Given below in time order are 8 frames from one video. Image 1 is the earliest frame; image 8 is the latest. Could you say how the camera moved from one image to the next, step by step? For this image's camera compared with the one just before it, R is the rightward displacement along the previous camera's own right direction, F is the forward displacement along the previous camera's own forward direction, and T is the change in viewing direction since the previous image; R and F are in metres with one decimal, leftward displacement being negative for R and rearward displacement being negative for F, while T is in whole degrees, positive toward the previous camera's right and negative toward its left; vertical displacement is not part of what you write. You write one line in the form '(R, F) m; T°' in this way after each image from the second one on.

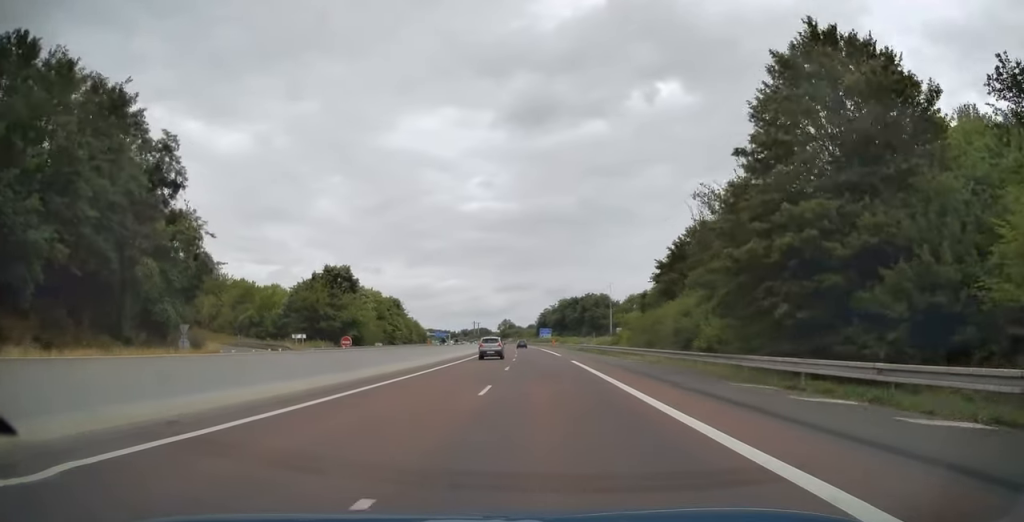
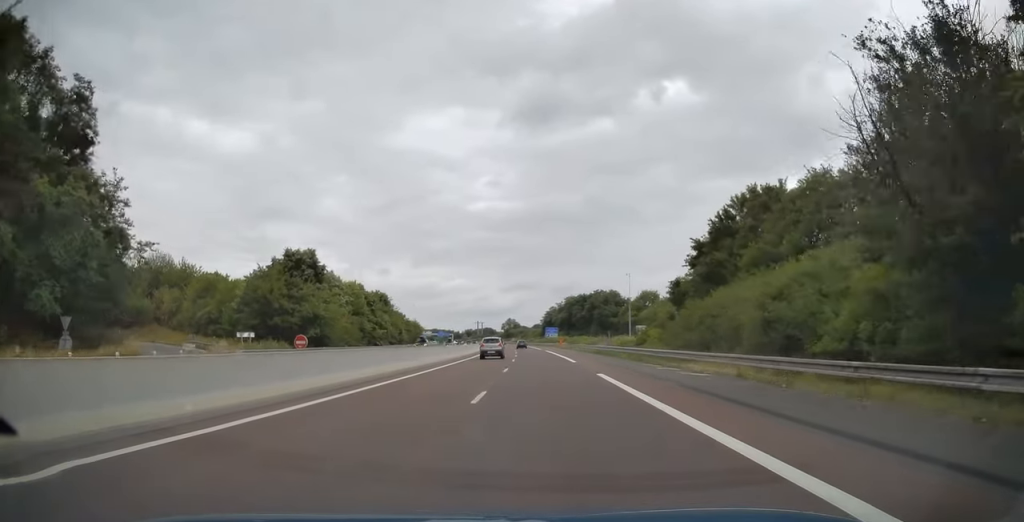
(0.0, +15.0) m; -1°
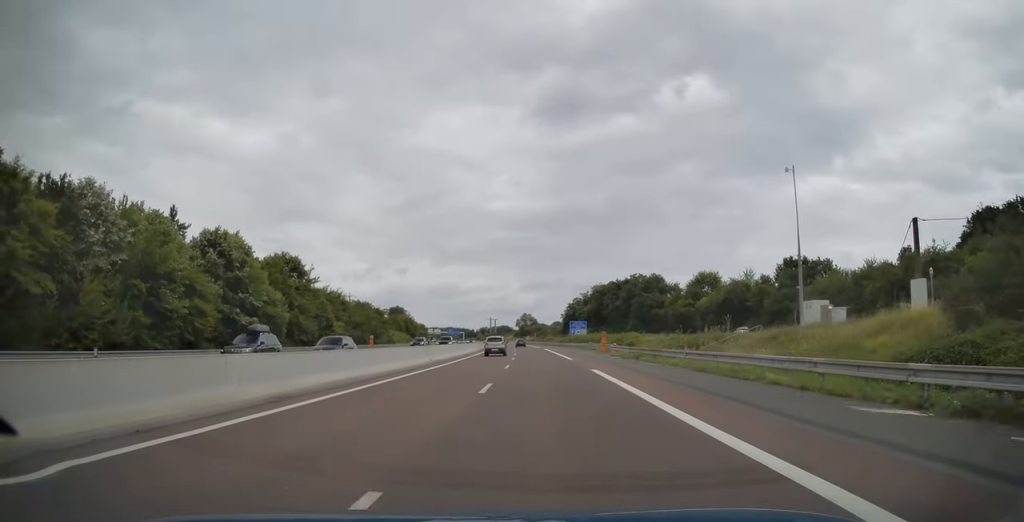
(-1.0, +50.0) m; -2°
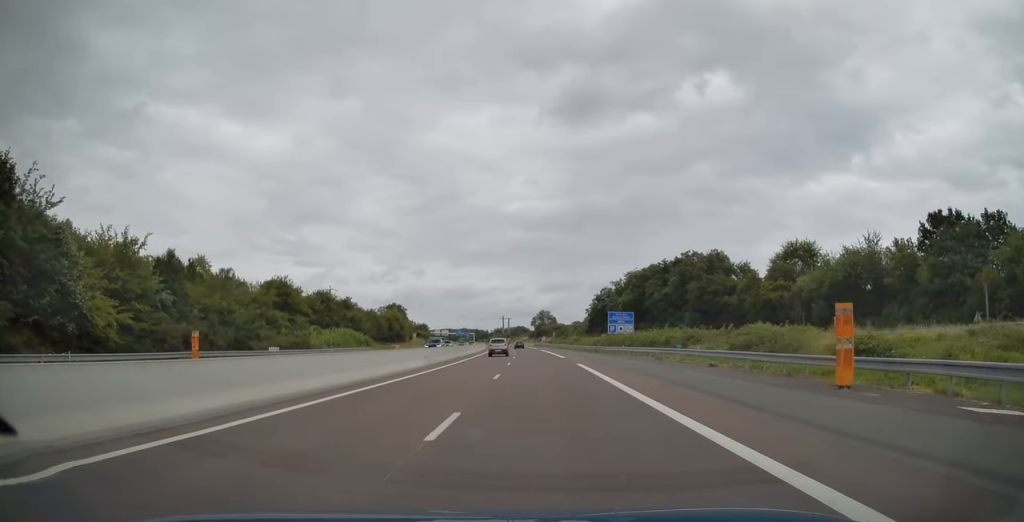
(-0.4, +46.1) m; -1°
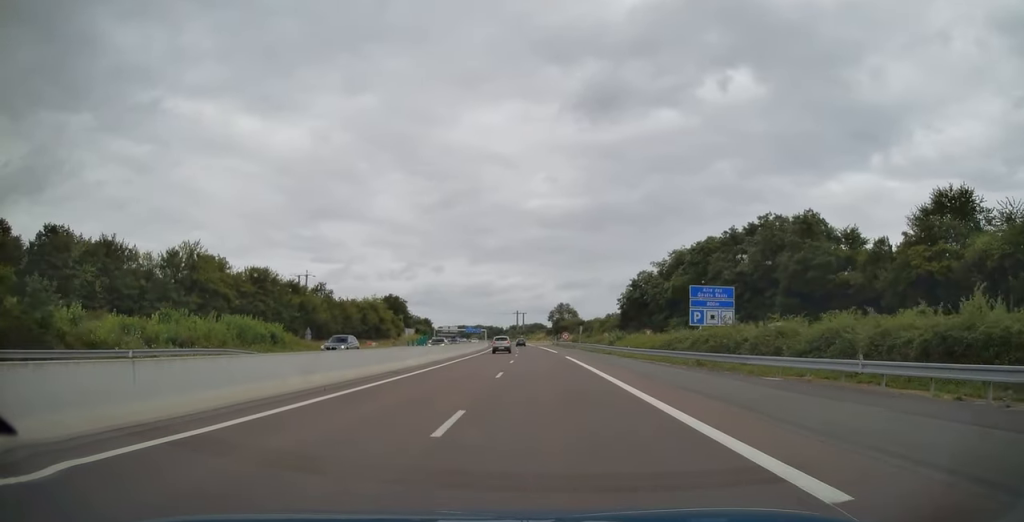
(-0.5, +38.9) m; -2°
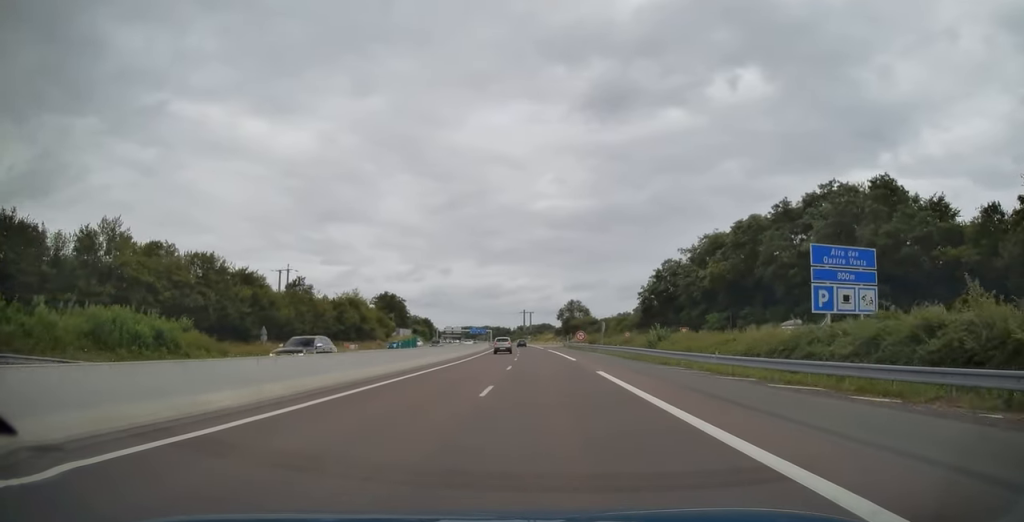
(-0.2, +19.9) m; -1°
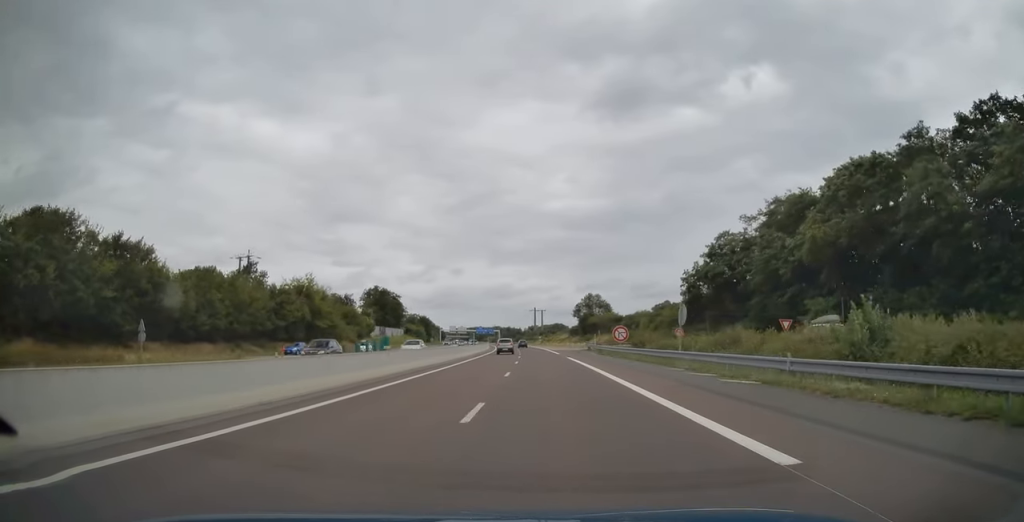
(-0.3, +30.4) m; -1°
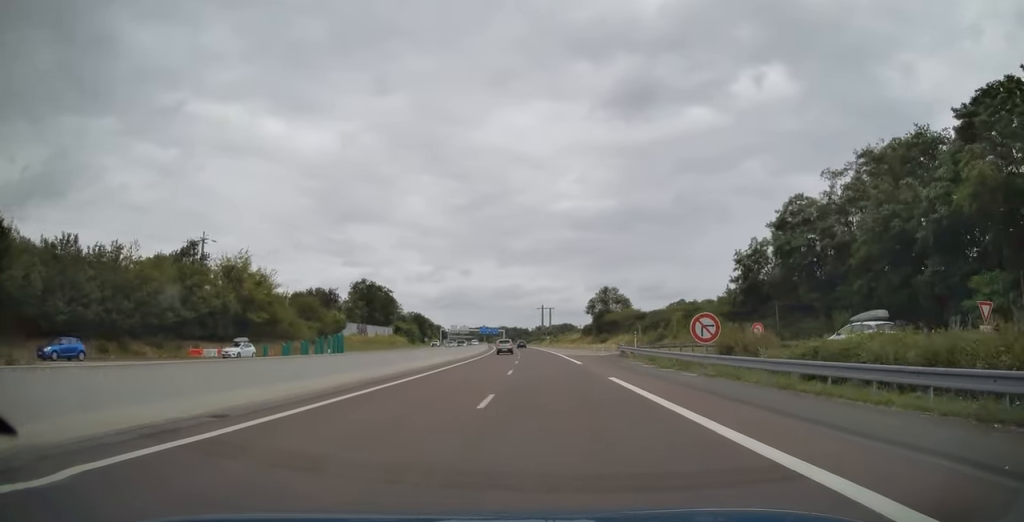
(-0.1, +23.8) m; -1°
